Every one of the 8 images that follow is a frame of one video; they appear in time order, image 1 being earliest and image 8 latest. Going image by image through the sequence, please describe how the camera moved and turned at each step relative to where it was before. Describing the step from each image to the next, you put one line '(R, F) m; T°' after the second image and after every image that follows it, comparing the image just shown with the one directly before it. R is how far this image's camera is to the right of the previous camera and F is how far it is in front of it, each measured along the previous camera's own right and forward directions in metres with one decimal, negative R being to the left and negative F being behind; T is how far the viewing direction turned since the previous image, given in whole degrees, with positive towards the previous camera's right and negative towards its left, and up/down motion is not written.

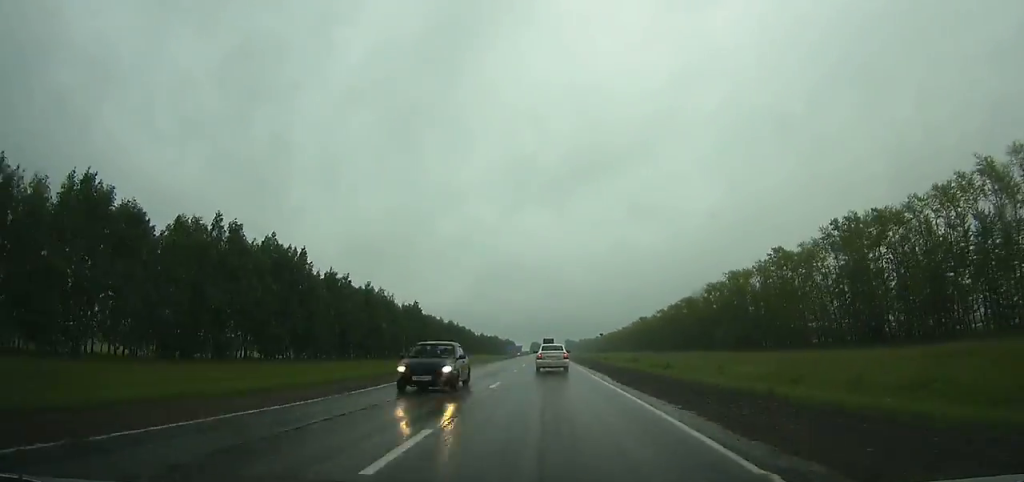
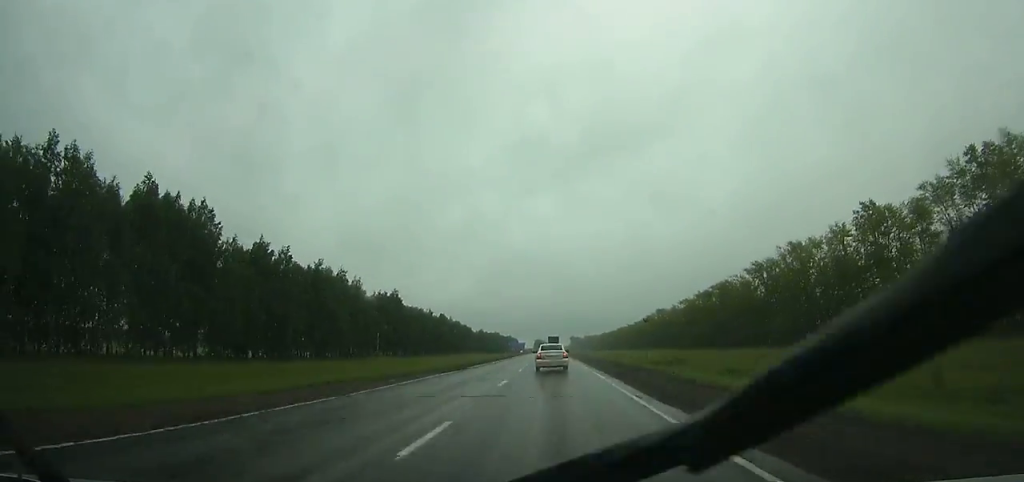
(+0.1, +35.0) m; 0°
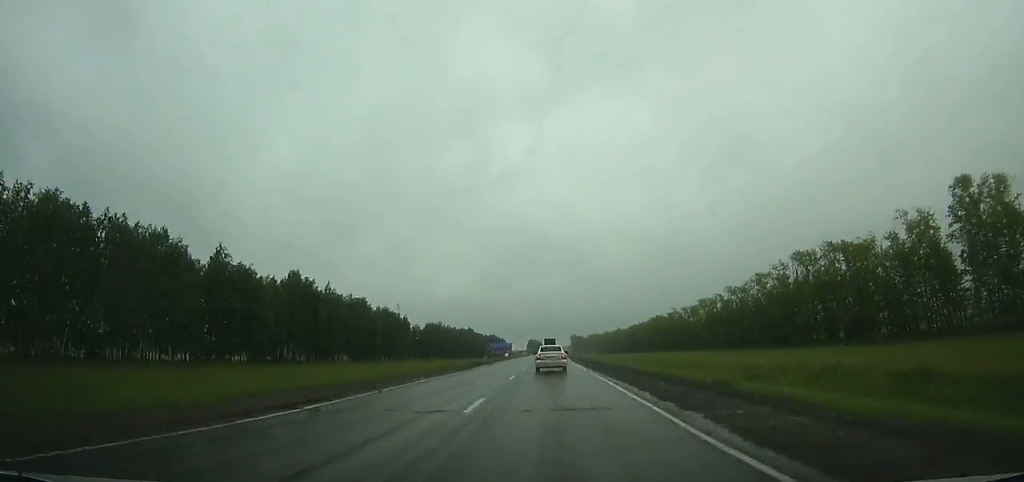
(-0.3, +151.8) m; 0°
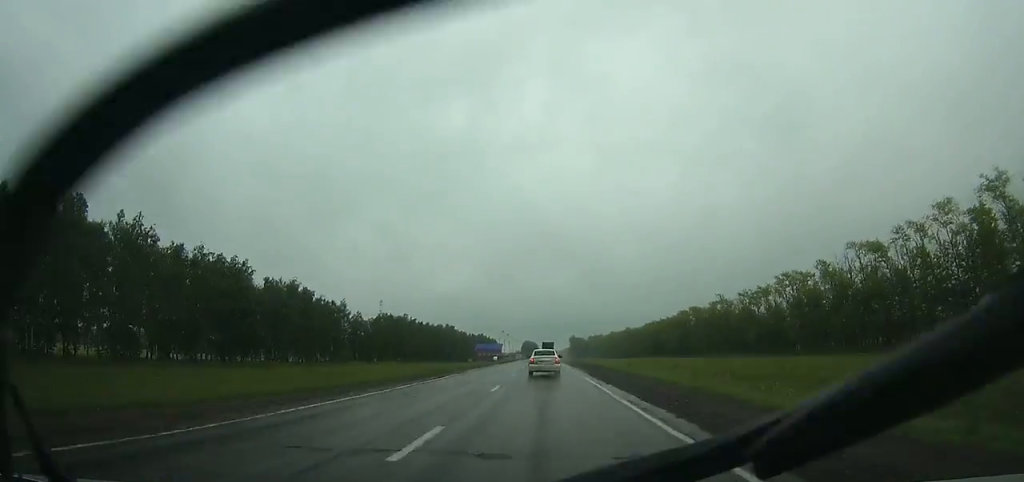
(+0.1, +64.2) m; 0°
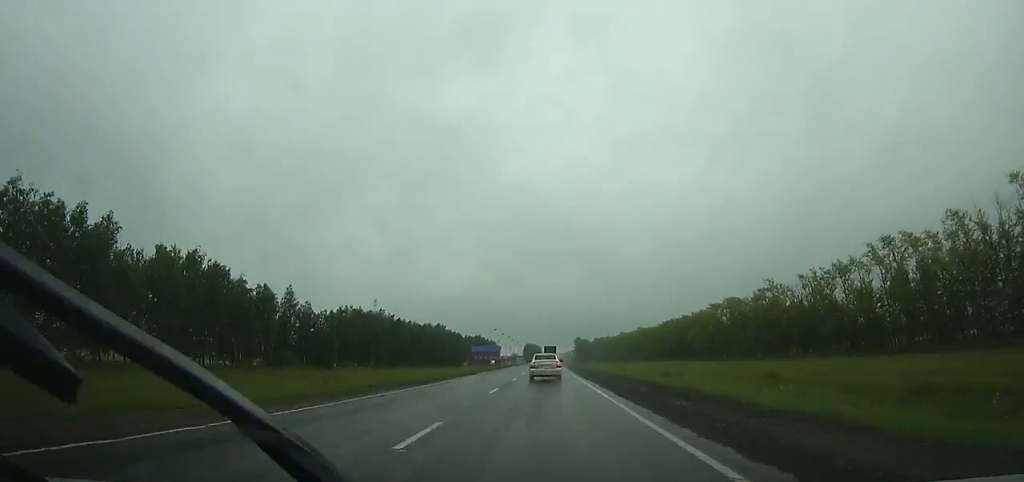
(-0.1, +34.2) m; 0°
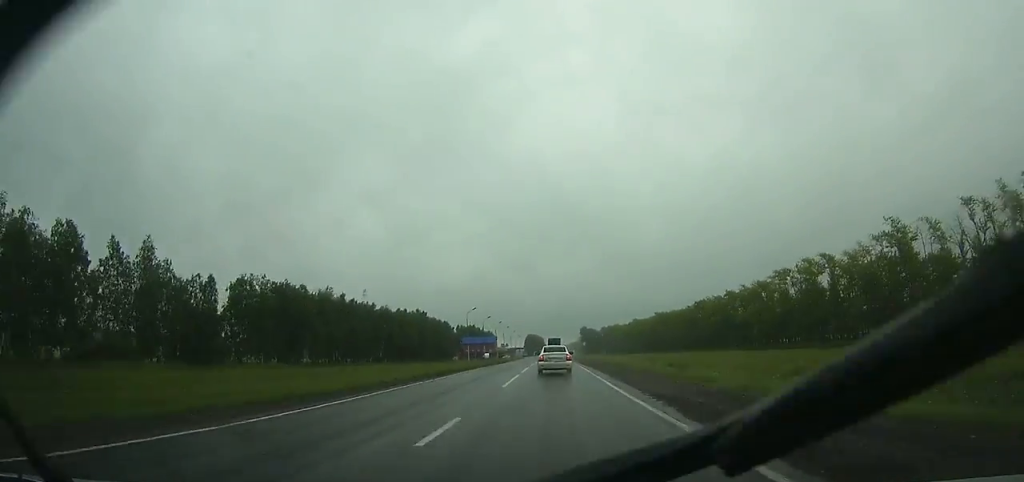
(-0.3, +48.3) m; 0°
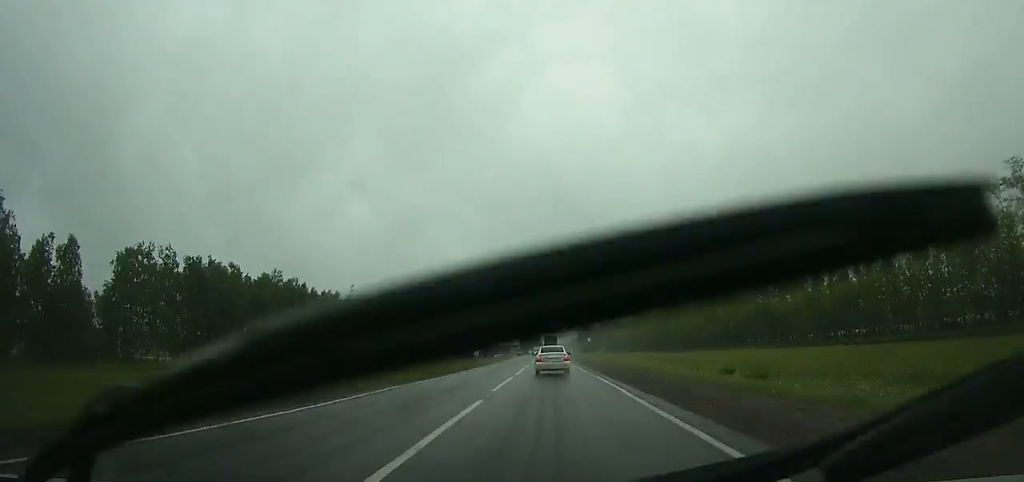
(+0.1, +26.0) m; 0°
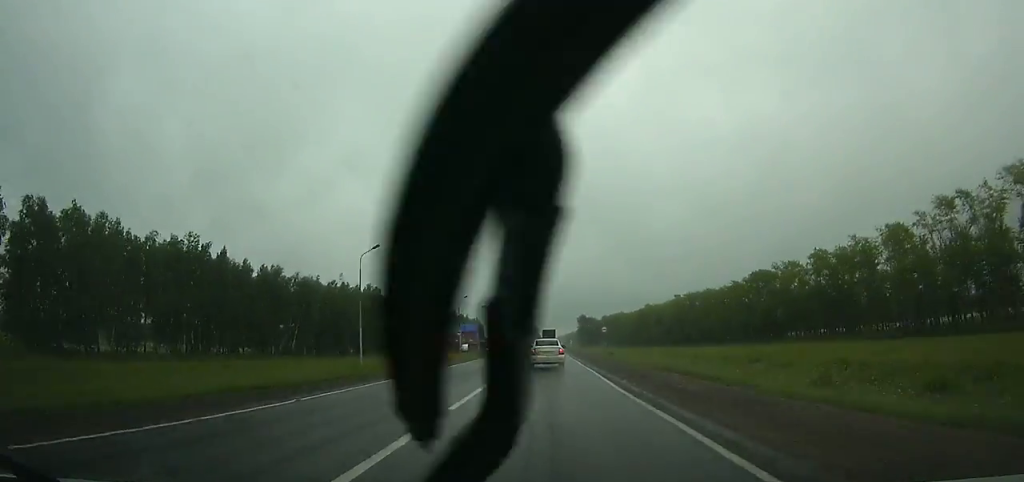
(0.0, +30.0) m; 0°
